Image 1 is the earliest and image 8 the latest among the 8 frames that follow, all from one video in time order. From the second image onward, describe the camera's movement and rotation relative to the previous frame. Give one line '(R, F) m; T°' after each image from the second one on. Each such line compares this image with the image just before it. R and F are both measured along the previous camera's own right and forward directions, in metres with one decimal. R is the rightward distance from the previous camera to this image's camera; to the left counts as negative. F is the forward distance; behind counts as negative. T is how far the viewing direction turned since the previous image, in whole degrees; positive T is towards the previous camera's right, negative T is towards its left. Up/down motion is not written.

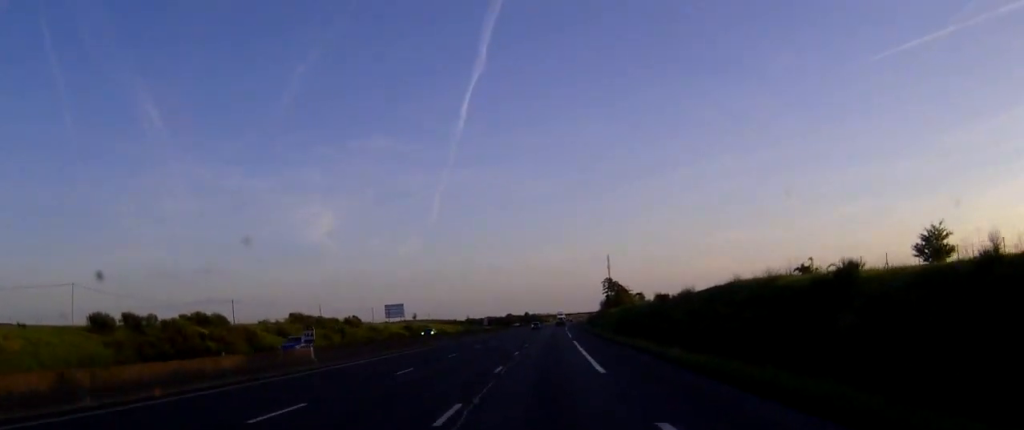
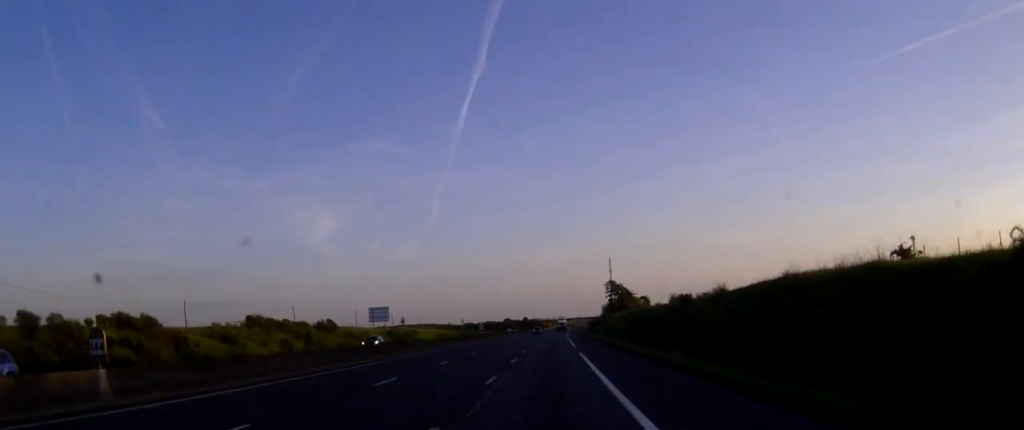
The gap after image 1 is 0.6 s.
(0.0, +16.3) m; 0°
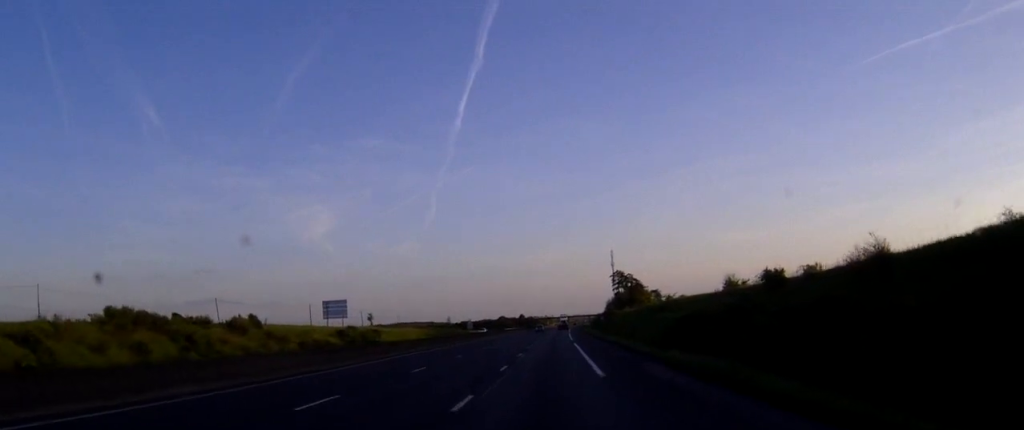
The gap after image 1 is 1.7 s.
(0.0, +33.5) m; 0°
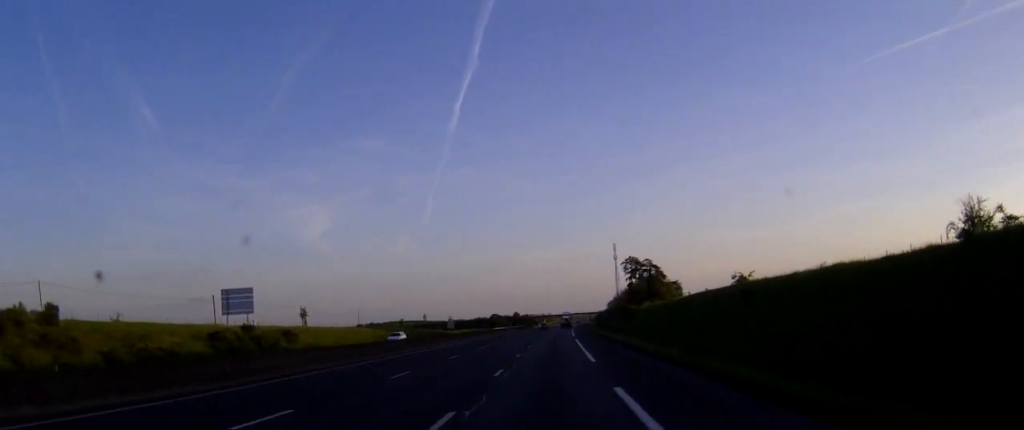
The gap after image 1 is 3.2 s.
(+0.1, +43.1) m; 0°
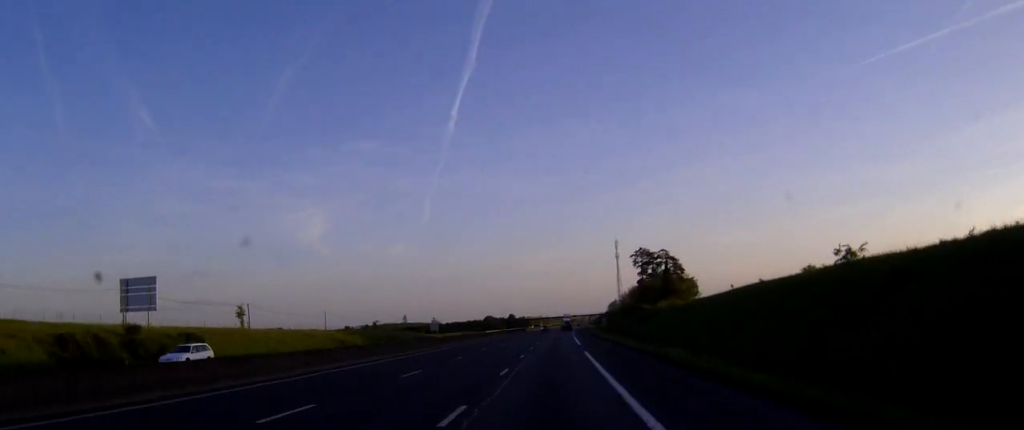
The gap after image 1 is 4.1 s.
(0.0, +24.9) m; 0°
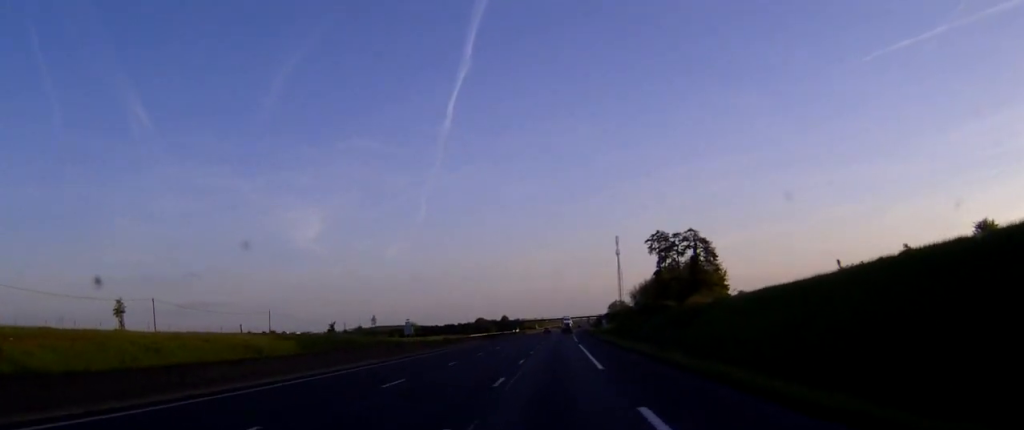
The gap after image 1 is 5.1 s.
(+0.1, +29.7) m; 0°
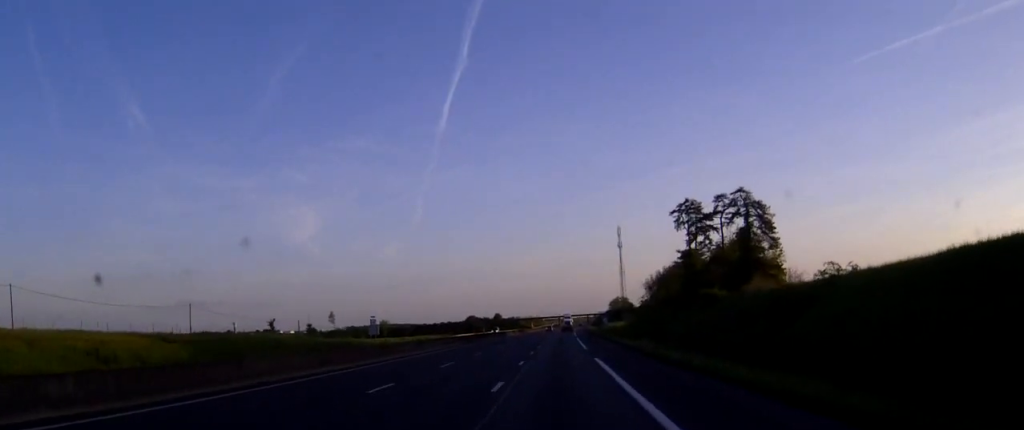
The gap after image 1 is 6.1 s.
(0.0, +28.7) m; 0°
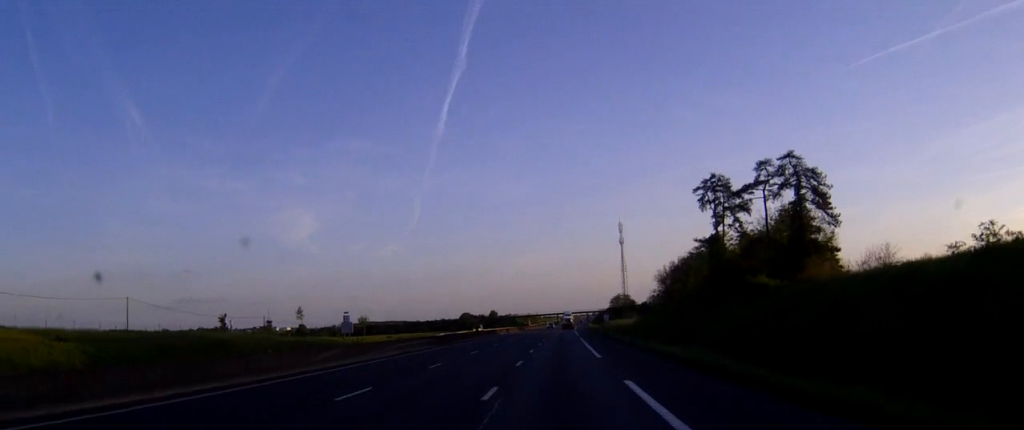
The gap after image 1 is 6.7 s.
(0.0, +16.3) m; 0°
